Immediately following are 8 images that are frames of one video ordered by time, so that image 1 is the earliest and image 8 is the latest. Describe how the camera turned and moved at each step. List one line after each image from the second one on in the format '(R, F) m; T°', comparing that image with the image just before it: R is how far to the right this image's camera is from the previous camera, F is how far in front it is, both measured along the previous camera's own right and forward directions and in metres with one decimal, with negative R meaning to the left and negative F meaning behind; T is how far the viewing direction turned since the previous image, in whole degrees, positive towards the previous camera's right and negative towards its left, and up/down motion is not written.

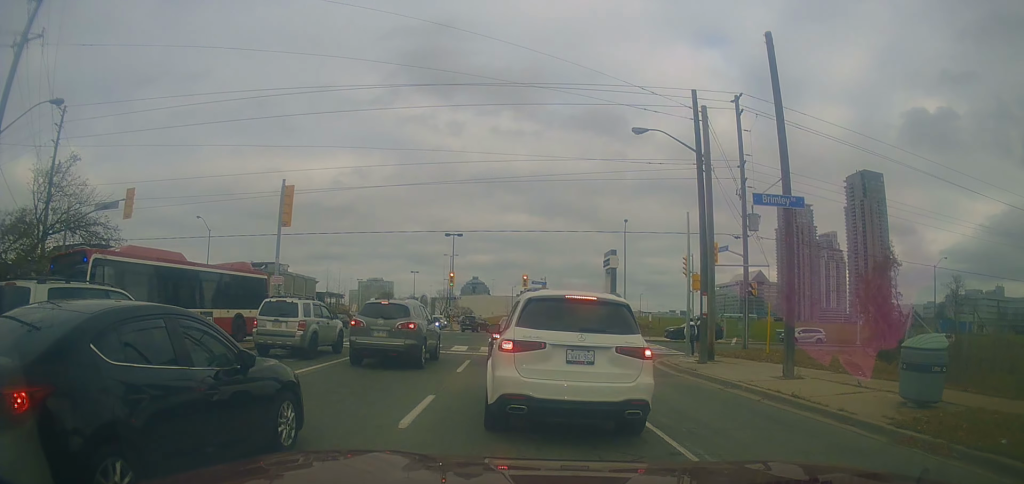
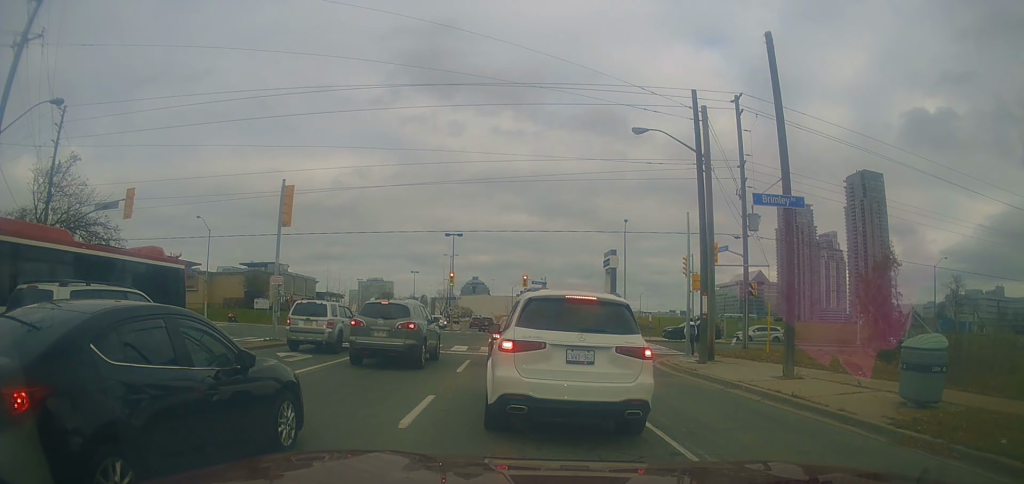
(0.0, 0.0) m; 0°
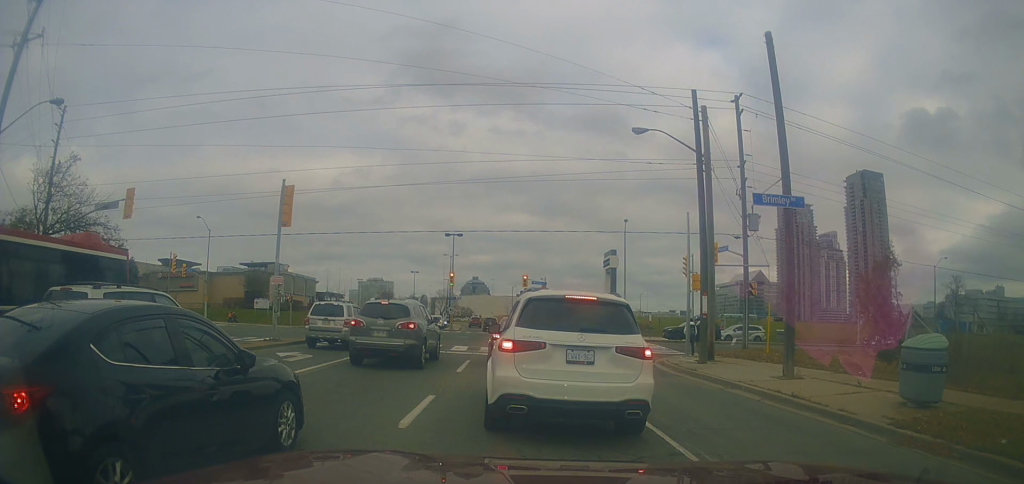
(0.0, 0.0) m; 0°
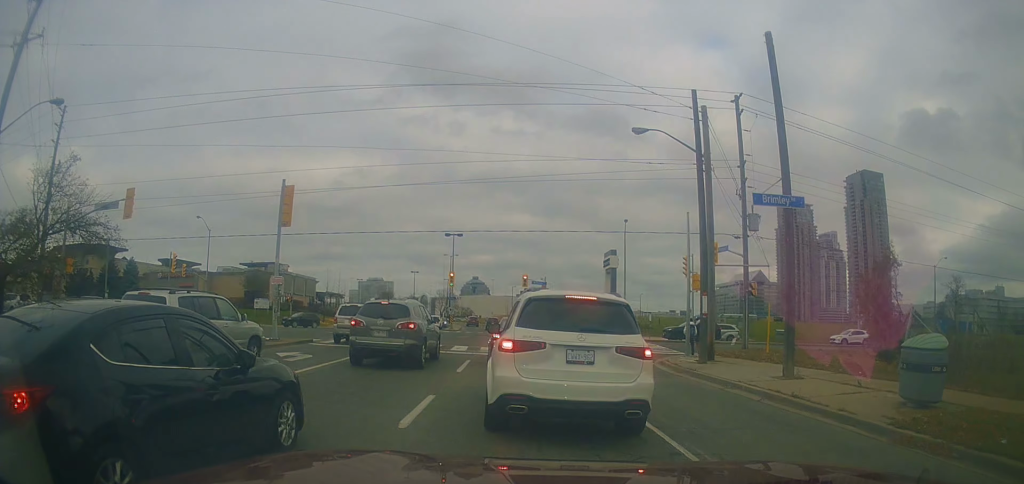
(0.0, 0.0) m; 0°
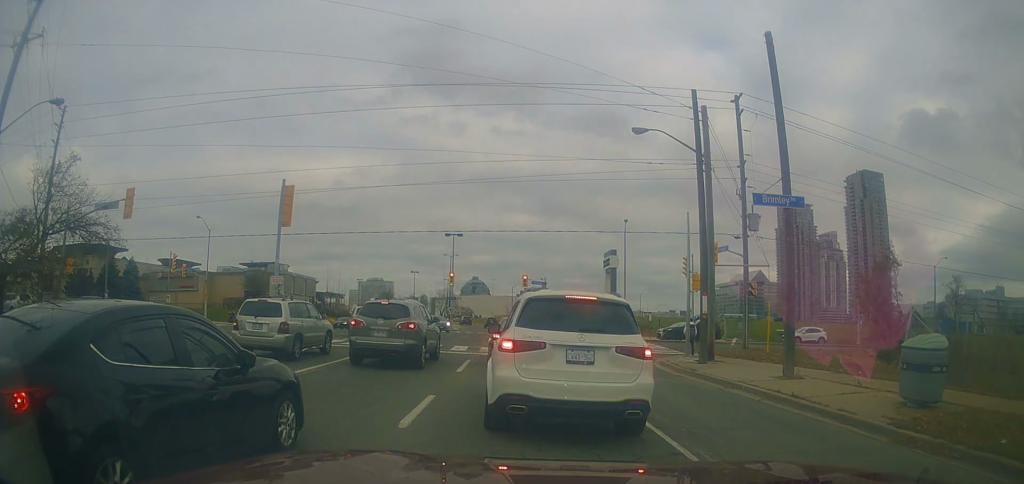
(0.0, 0.0) m; 0°
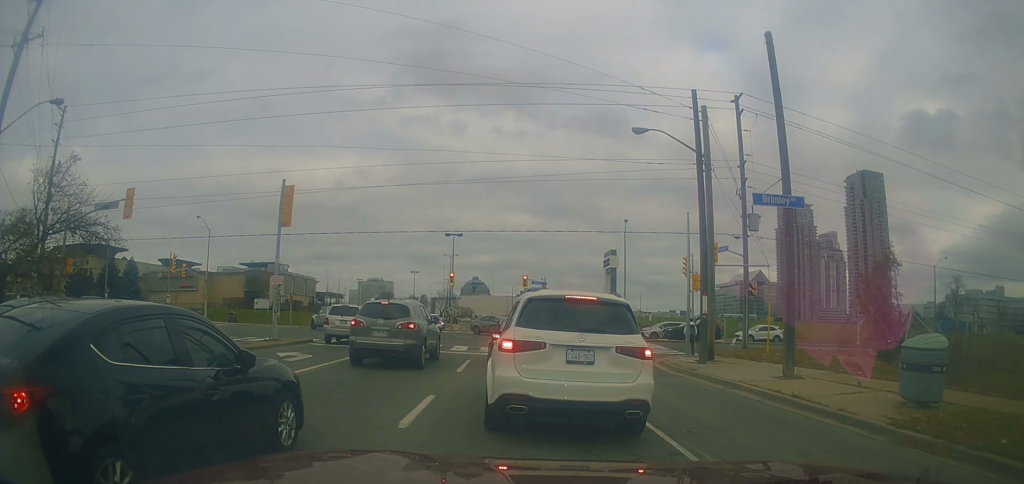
(0.0, 0.0) m; 0°
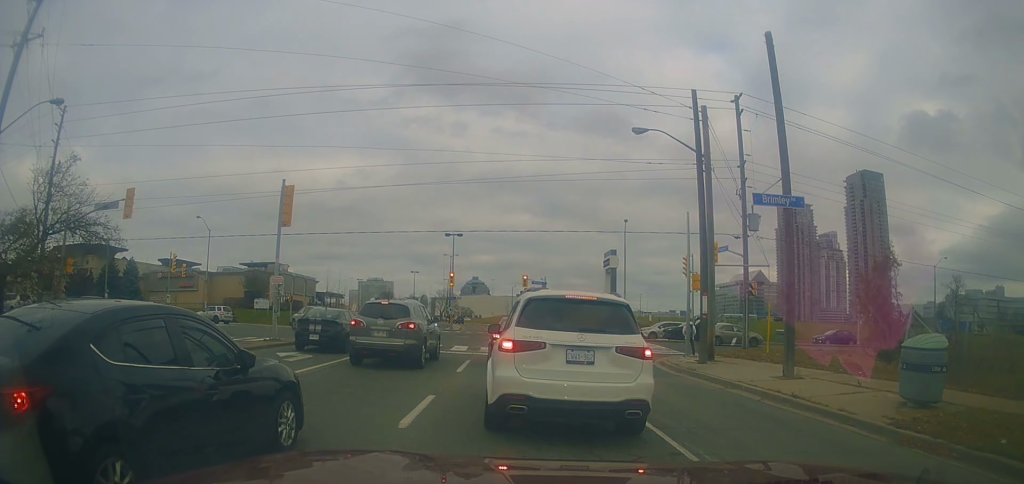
(0.0, 0.0) m; 0°
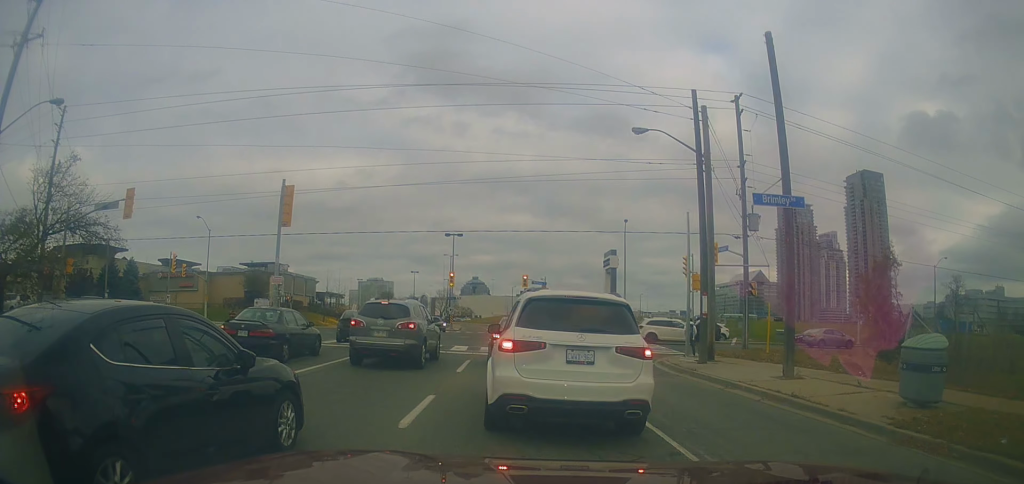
(0.0, 0.0) m; 0°
